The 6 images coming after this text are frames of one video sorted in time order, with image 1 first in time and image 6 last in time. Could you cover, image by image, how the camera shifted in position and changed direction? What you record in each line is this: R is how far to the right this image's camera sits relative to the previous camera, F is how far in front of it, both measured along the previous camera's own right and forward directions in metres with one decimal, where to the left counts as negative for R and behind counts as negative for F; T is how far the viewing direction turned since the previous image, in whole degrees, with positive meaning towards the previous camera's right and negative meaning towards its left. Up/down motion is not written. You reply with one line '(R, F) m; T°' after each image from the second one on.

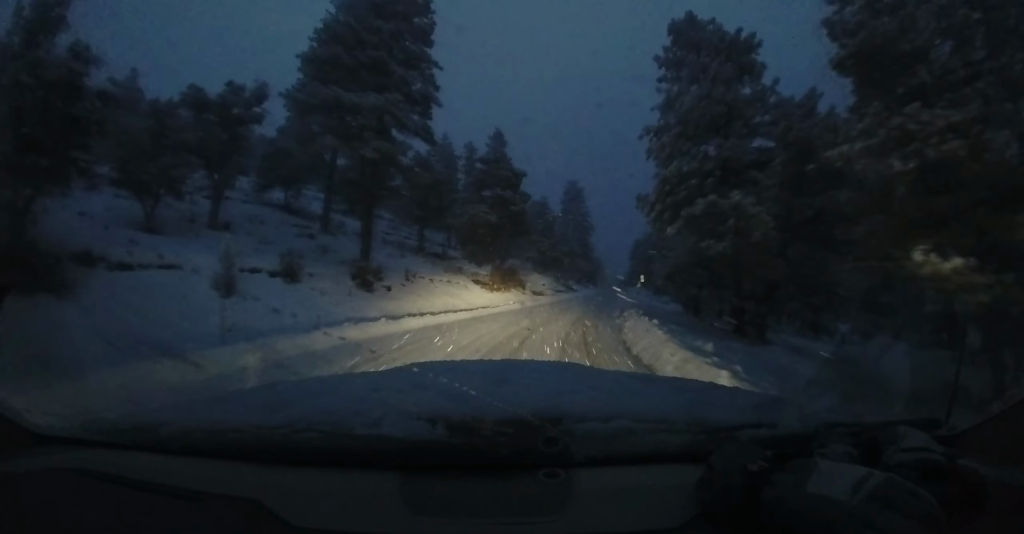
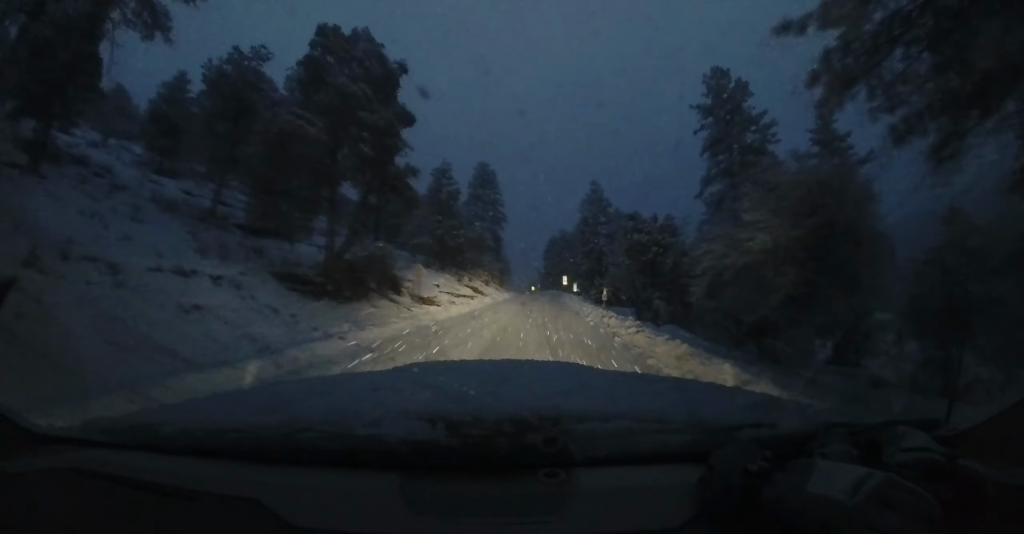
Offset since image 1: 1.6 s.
(+2.5, +16.0) m; +9°
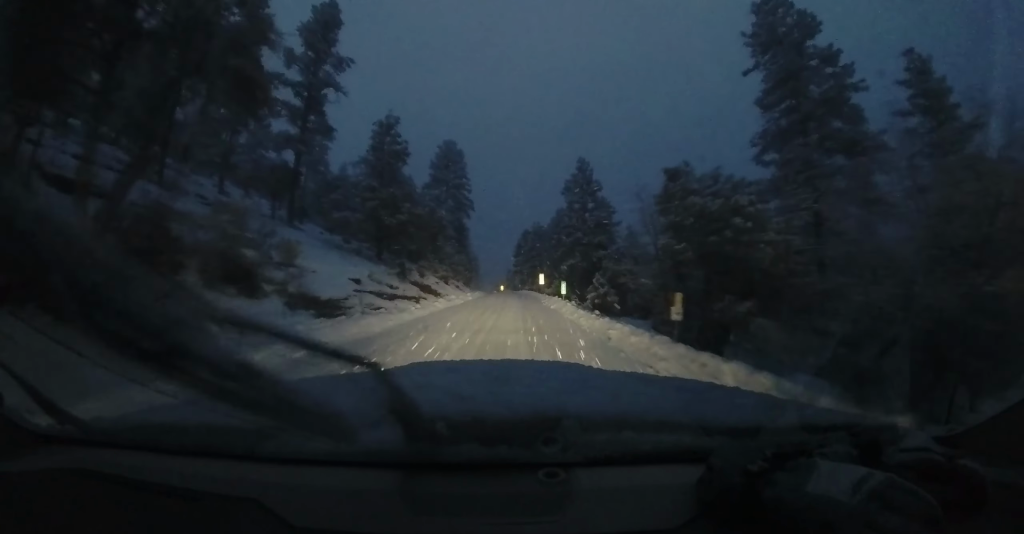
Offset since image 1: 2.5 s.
(0.0, +10.4) m; +3°
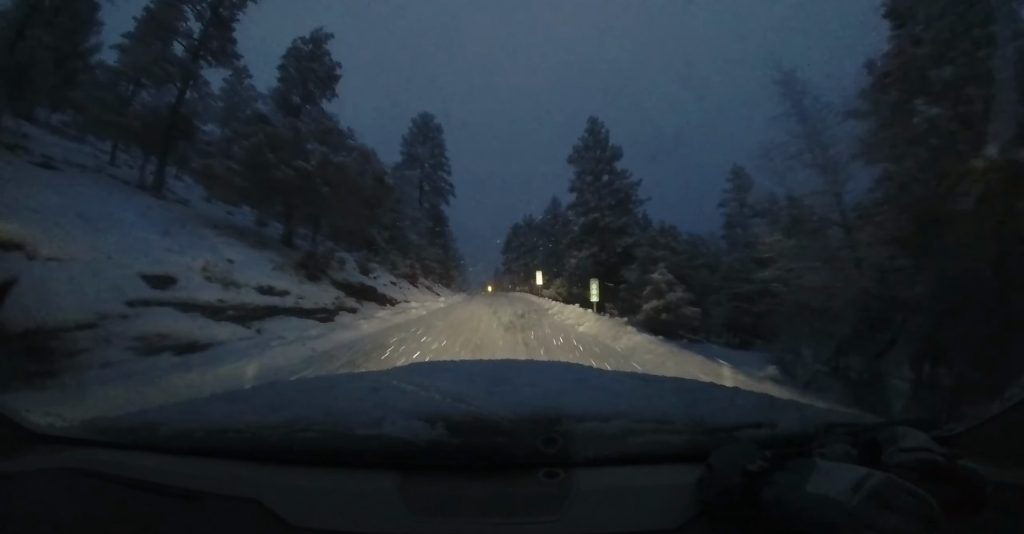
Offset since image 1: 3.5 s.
(+0.5, +10.8) m; +4°
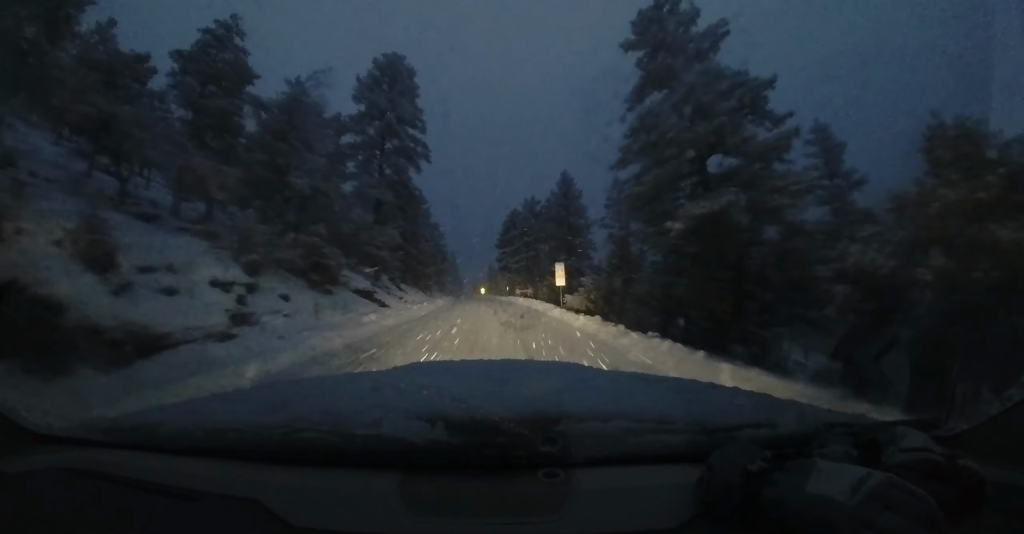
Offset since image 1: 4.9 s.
(+0.3, +16.8) m; +2°
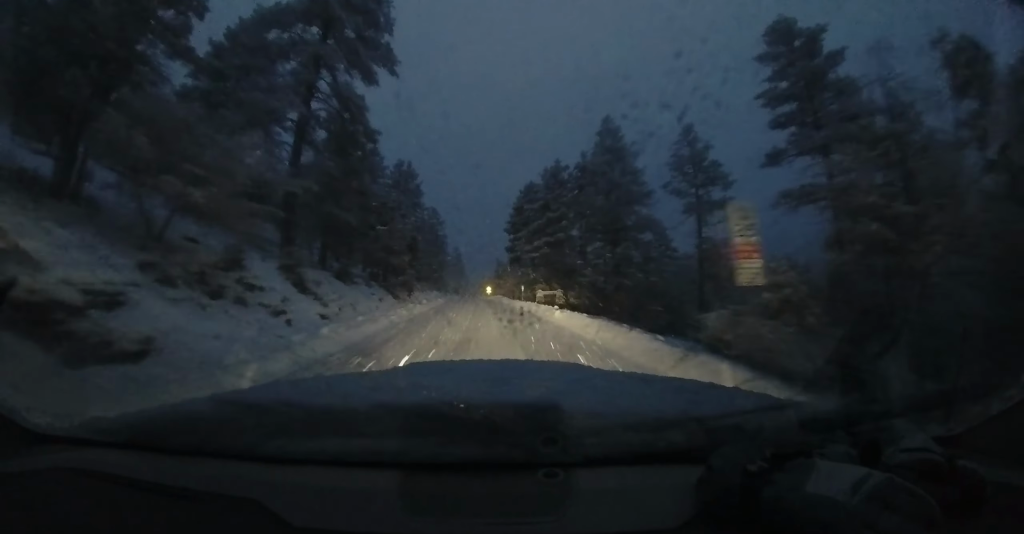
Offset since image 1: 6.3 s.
(+0.4, +17.2) m; 0°
